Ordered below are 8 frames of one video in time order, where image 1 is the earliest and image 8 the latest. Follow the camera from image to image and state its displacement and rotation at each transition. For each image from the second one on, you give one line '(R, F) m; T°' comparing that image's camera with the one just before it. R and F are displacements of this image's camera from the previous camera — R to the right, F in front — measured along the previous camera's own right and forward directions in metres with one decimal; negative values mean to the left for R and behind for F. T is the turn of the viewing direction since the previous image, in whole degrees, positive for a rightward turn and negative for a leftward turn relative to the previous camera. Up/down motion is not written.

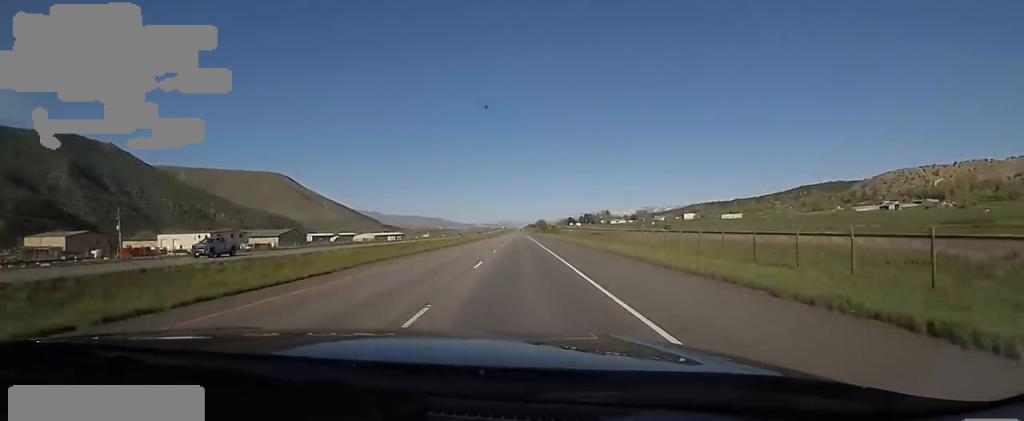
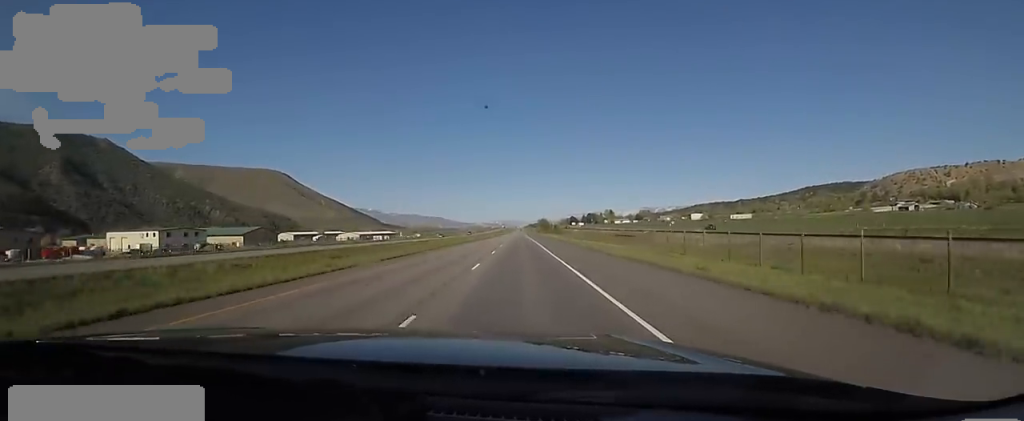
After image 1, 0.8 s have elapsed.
(+0.2, +25.1) m; +1°
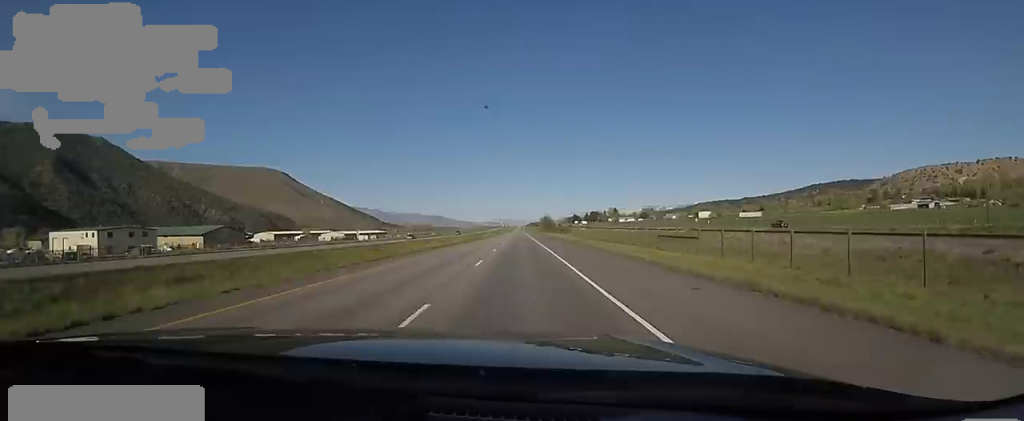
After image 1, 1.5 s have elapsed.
(+0.6, +23.1) m; +1°
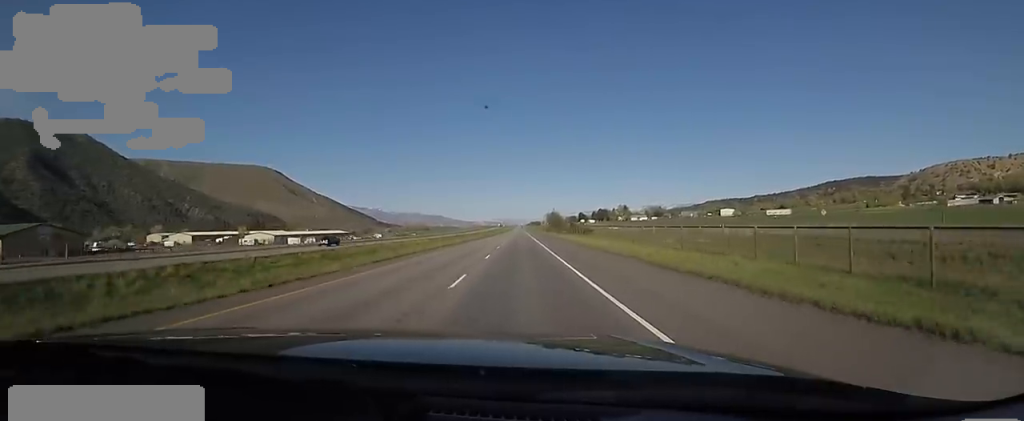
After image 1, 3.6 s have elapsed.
(-0.8, +66.1) m; -3°
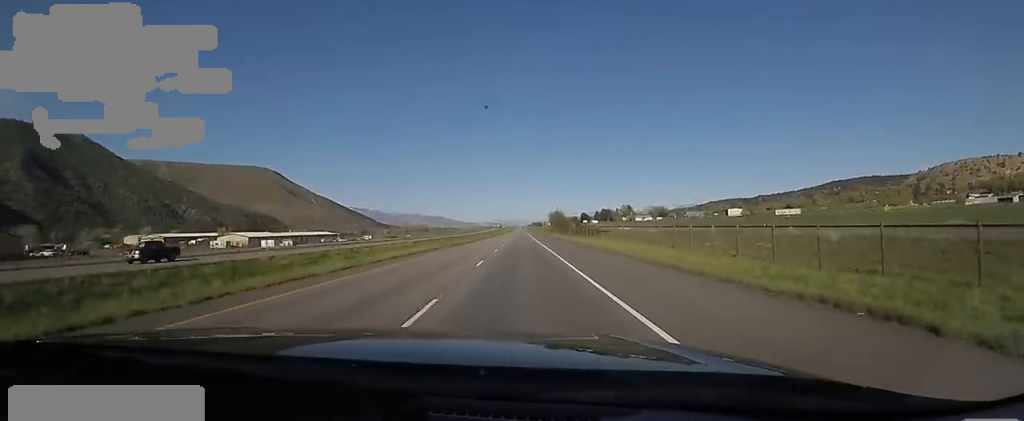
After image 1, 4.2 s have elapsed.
(-0.7, +16.7) m; 0°
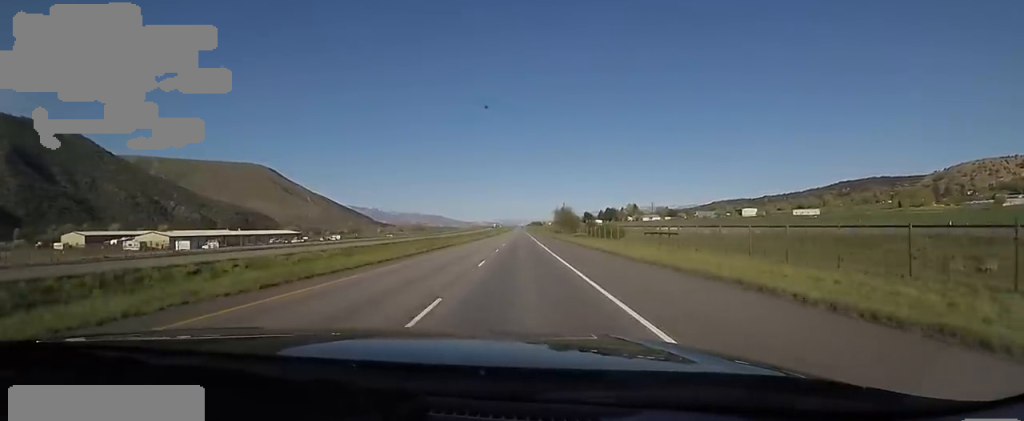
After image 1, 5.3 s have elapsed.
(+0.9, +35.2) m; +2°
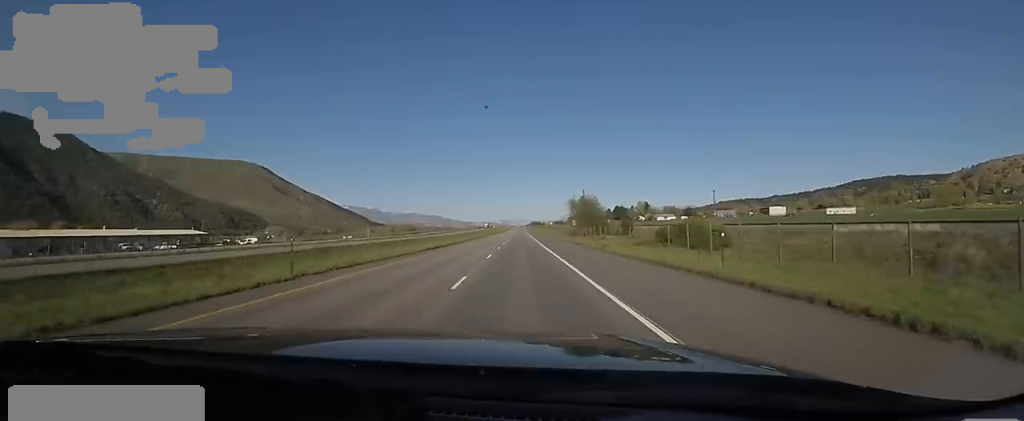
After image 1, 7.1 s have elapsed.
(+0.6, +56.3) m; -1°
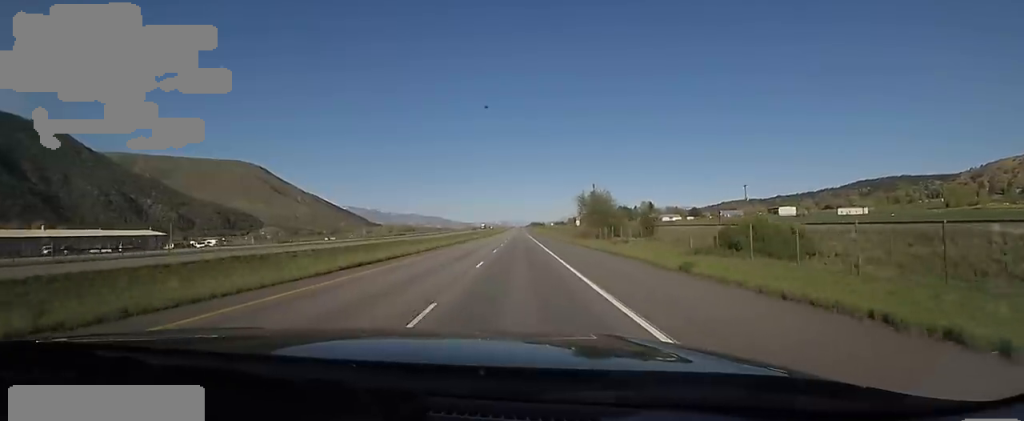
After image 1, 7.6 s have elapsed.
(-0.3, +16.8) m; -1°
